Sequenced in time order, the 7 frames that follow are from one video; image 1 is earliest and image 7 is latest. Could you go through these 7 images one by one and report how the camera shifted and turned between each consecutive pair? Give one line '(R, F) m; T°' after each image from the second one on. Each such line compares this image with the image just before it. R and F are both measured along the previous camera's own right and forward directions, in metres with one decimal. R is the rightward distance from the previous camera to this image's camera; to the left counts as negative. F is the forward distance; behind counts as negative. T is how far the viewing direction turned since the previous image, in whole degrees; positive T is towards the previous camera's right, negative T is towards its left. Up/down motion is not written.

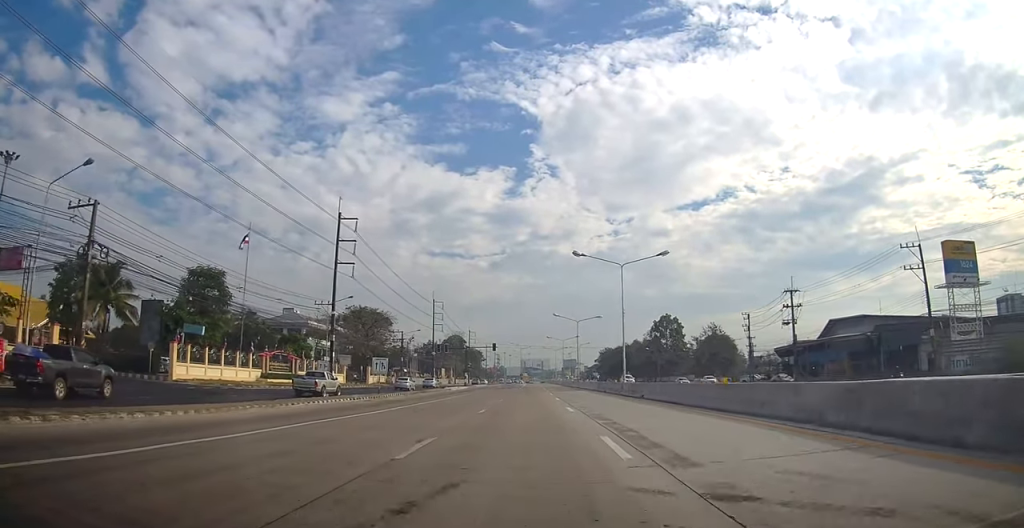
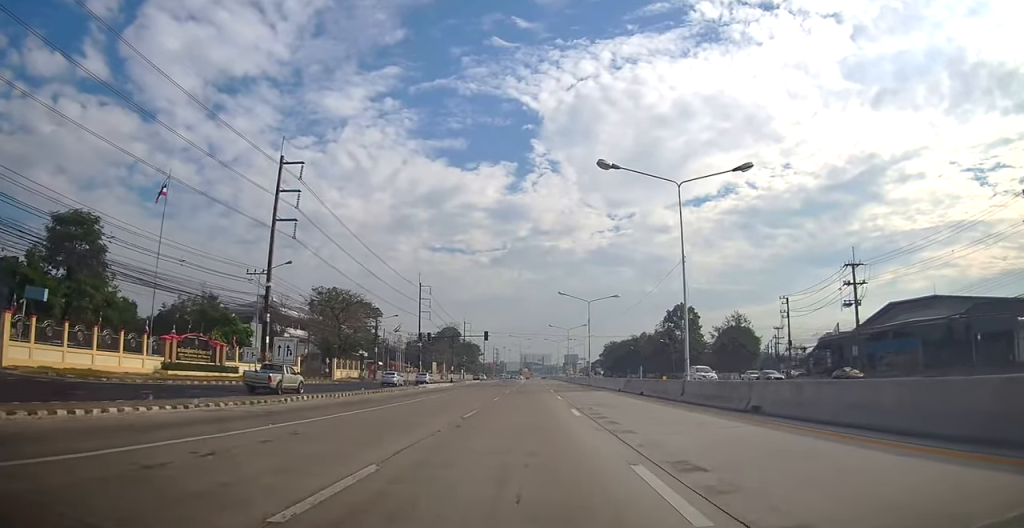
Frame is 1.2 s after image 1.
(+0.4, +16.3) m; -1°
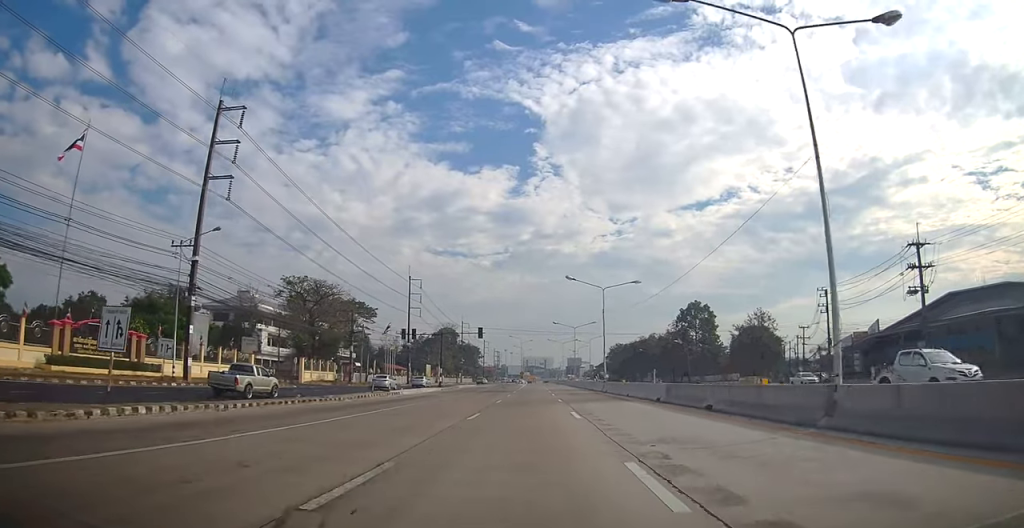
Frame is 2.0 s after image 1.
(-0.5, +11.5) m; -2°
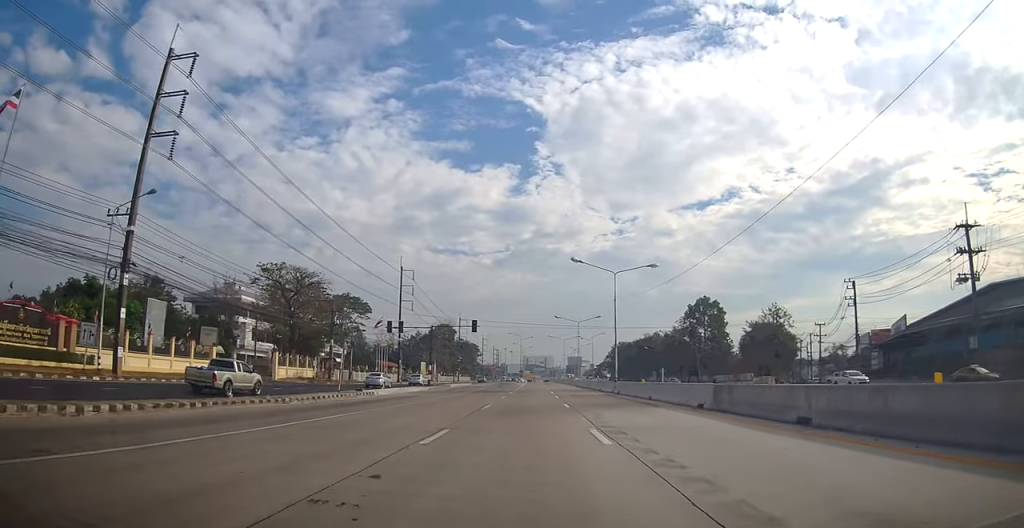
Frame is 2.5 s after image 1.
(0.0, +6.9) m; 0°
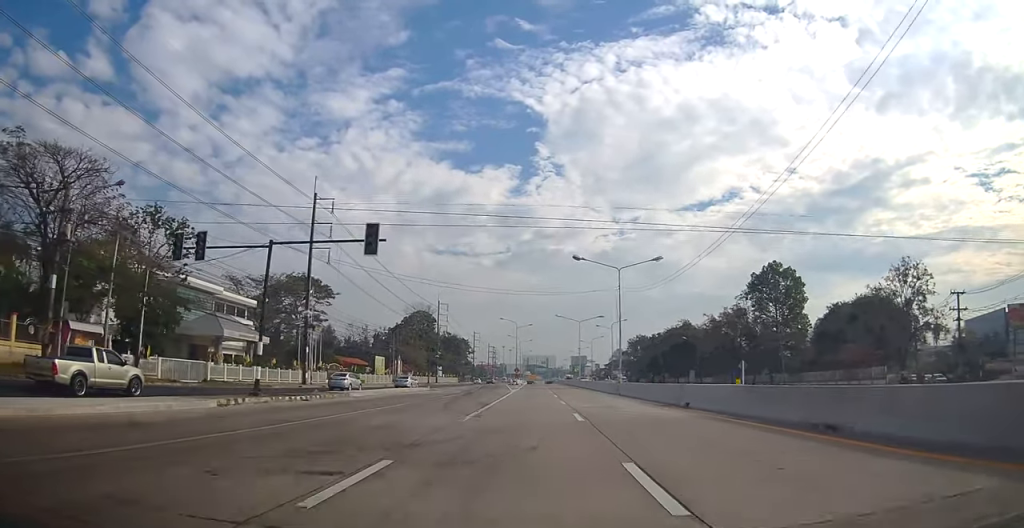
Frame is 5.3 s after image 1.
(+1.2, +38.6) m; +1°
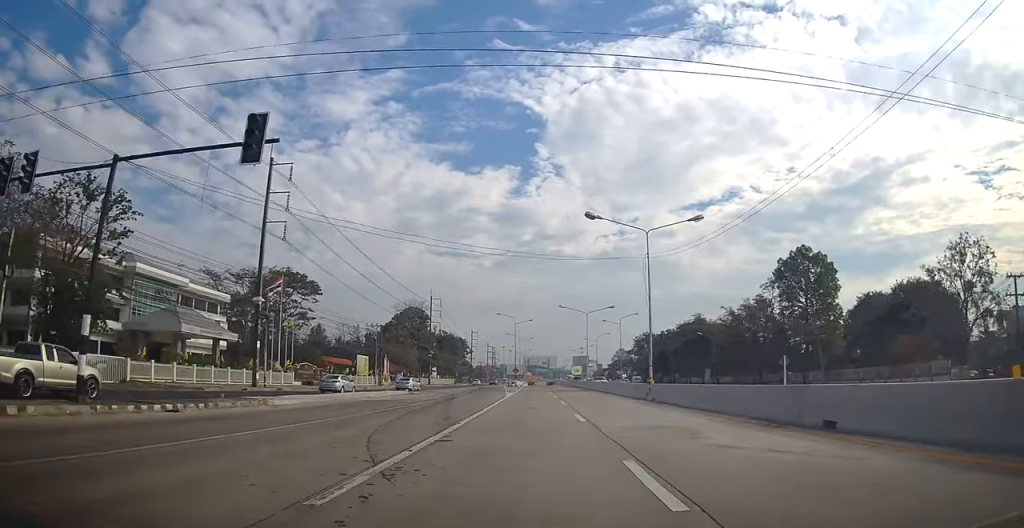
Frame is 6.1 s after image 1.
(-0.5, +10.5) m; 0°
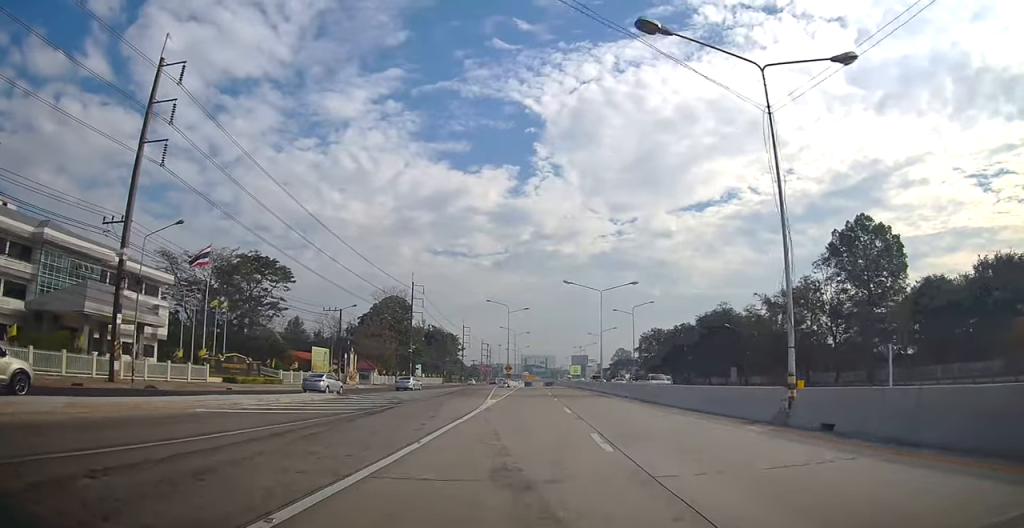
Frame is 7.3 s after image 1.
(+0.6, +17.2) m; +1°
